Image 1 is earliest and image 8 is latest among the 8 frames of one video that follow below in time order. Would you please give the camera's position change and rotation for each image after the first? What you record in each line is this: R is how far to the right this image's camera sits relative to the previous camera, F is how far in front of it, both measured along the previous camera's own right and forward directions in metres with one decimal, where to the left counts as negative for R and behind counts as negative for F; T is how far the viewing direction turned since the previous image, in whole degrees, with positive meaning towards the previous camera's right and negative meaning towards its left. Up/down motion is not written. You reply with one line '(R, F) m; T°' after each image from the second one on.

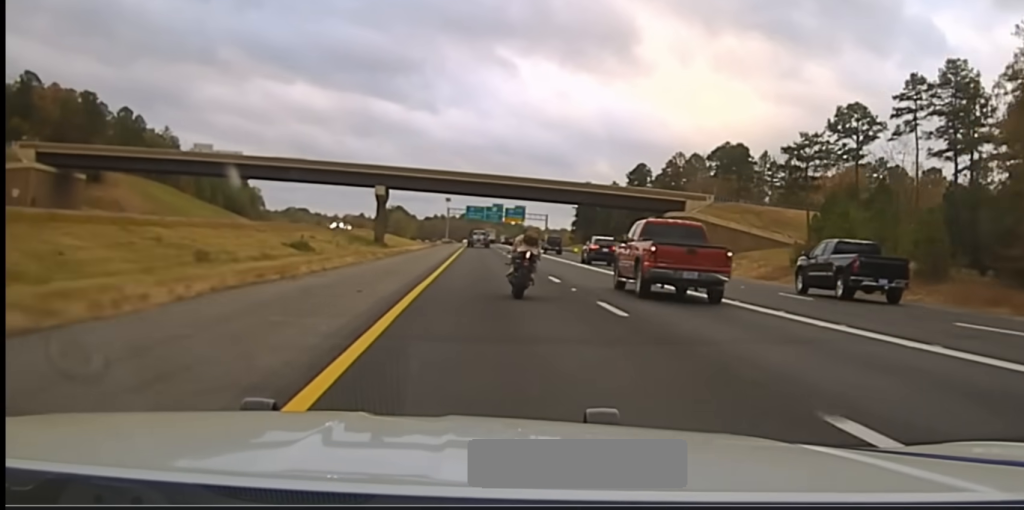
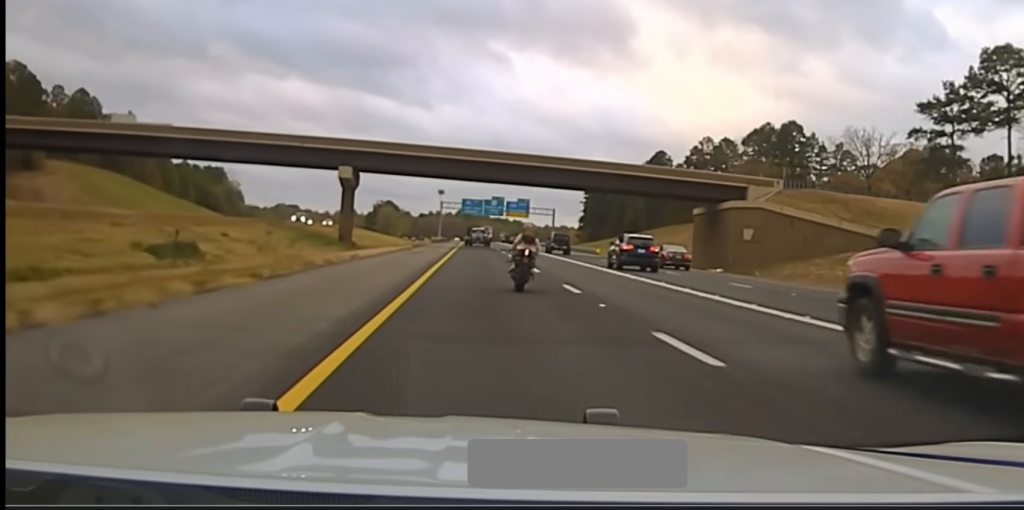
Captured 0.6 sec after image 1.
(+0.2, +30.1) m; 0°
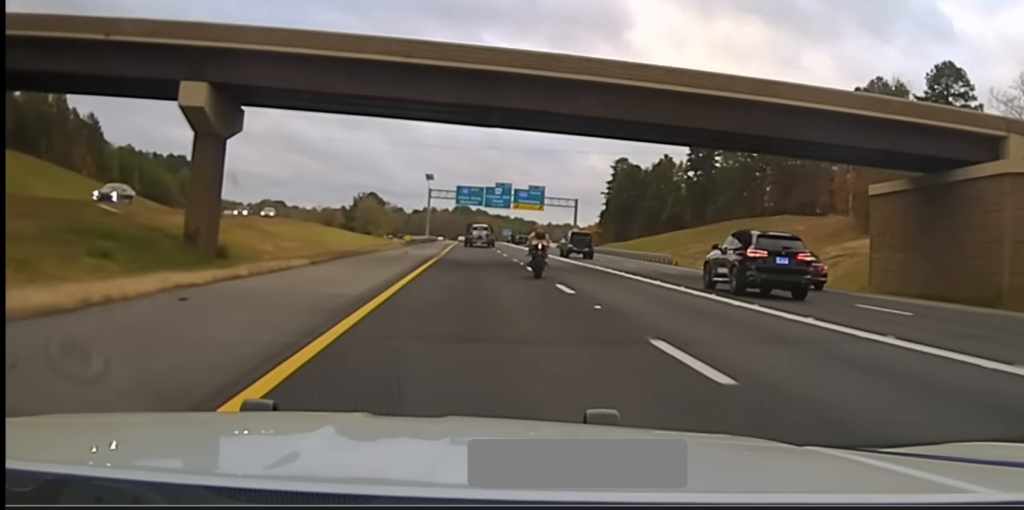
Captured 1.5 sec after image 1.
(+0.2, +48.9) m; 0°
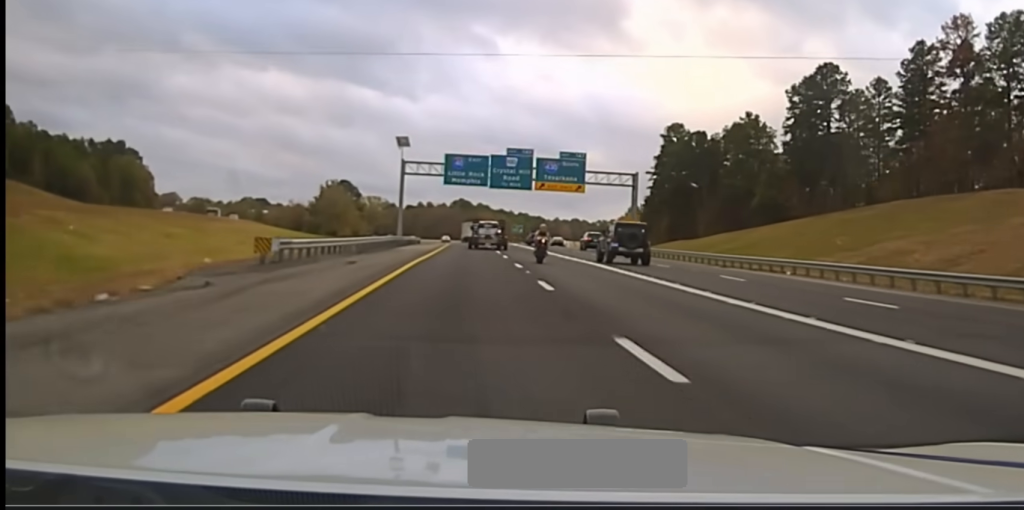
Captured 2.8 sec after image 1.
(+0.2, +58.9) m; +1°
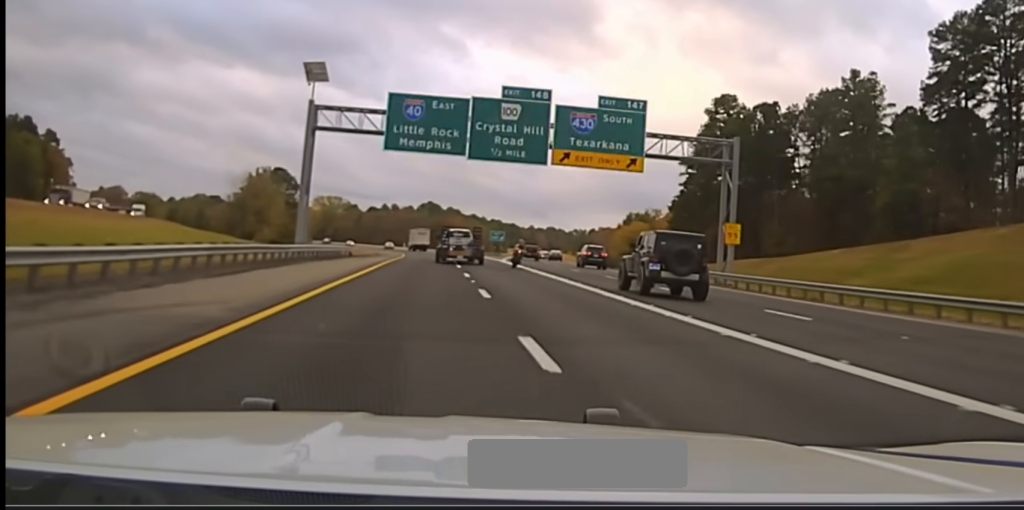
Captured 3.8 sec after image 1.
(+0.2, +47.8) m; +1°
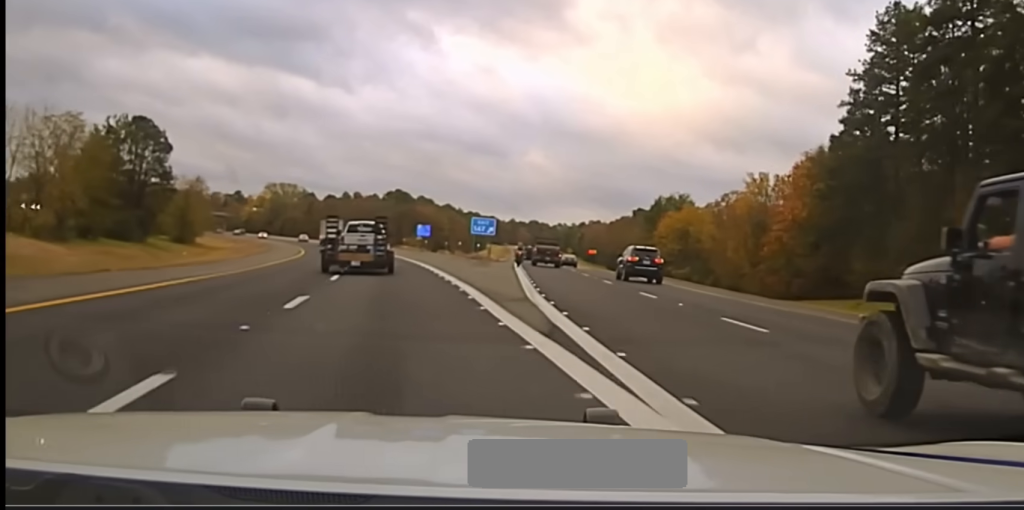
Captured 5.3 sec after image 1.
(+1.0, +64.8) m; +2°
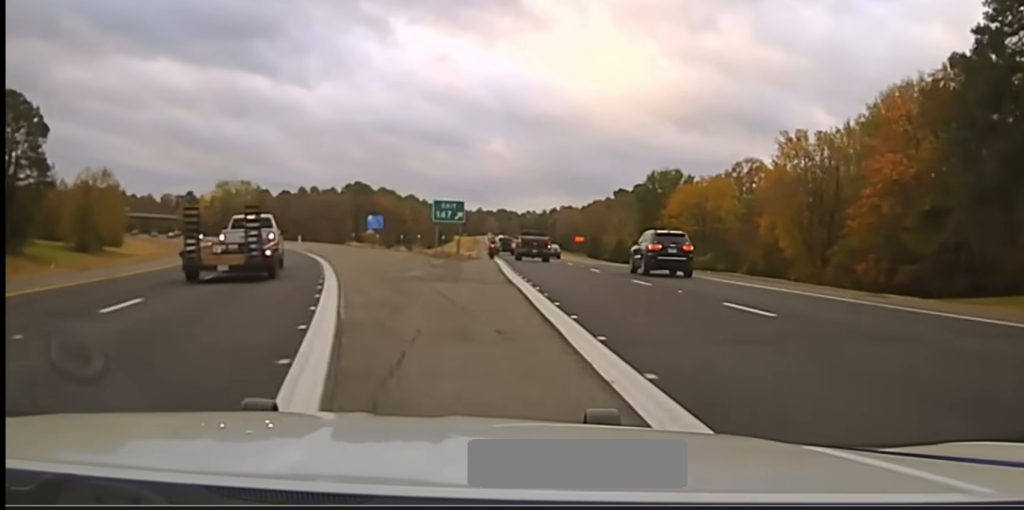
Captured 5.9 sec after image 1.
(+0.4, +24.9) m; +1°
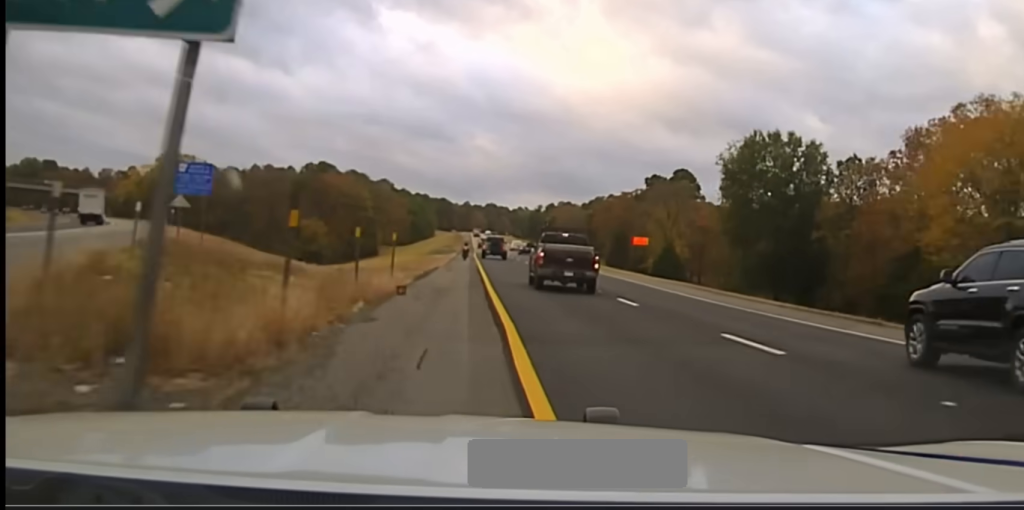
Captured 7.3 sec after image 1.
(+0.9, +61.2) m; +1°
